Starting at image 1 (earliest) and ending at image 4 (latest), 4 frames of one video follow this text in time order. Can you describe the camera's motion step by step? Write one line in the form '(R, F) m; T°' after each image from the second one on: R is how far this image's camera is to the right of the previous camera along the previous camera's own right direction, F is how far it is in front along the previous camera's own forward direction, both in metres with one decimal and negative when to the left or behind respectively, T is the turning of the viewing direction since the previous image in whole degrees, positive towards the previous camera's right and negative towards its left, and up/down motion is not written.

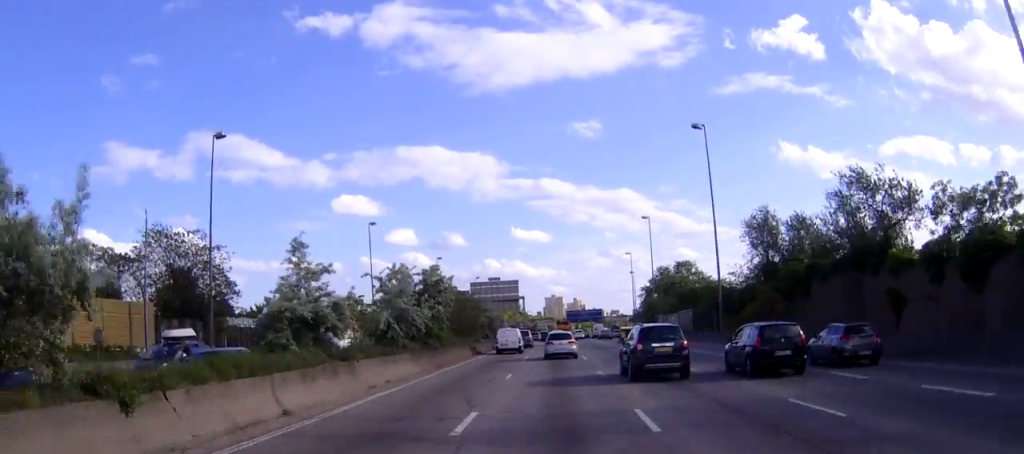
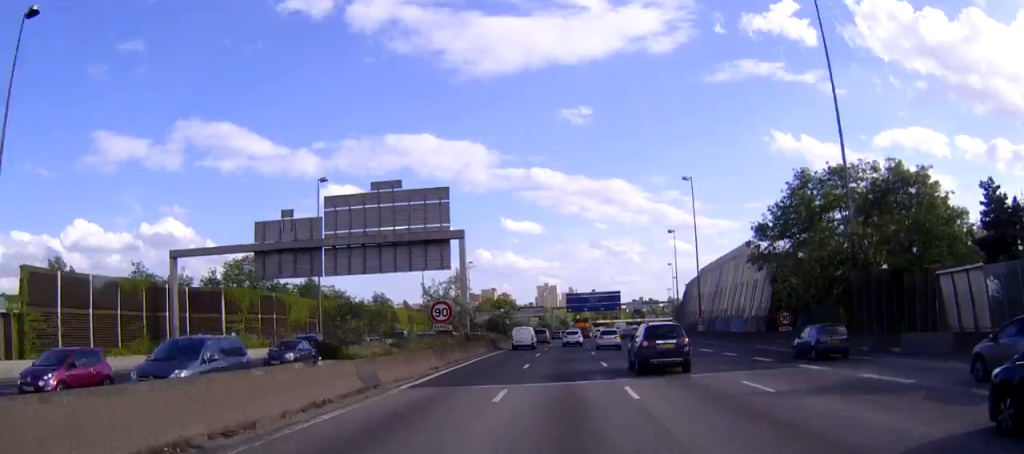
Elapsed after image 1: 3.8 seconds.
(+0.4, +85.4) m; +1°
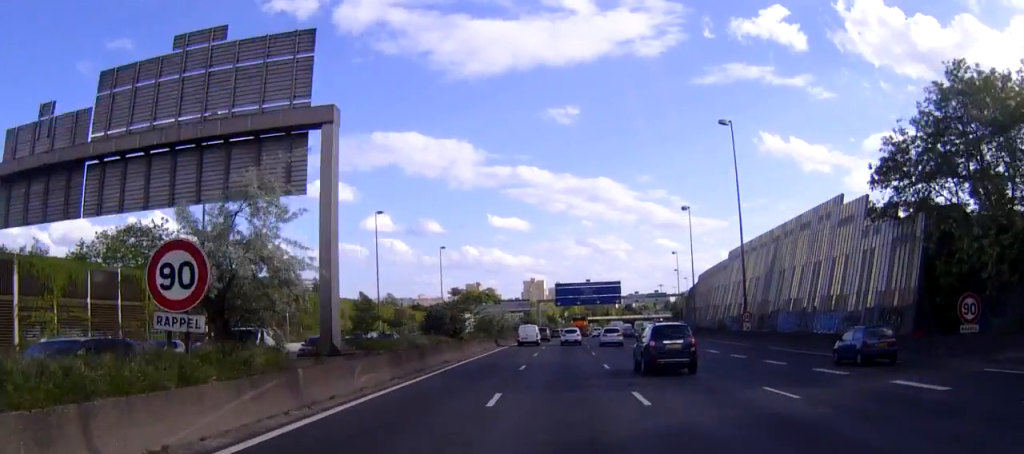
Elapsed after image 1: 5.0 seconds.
(+0.1, +28.0) m; +1°
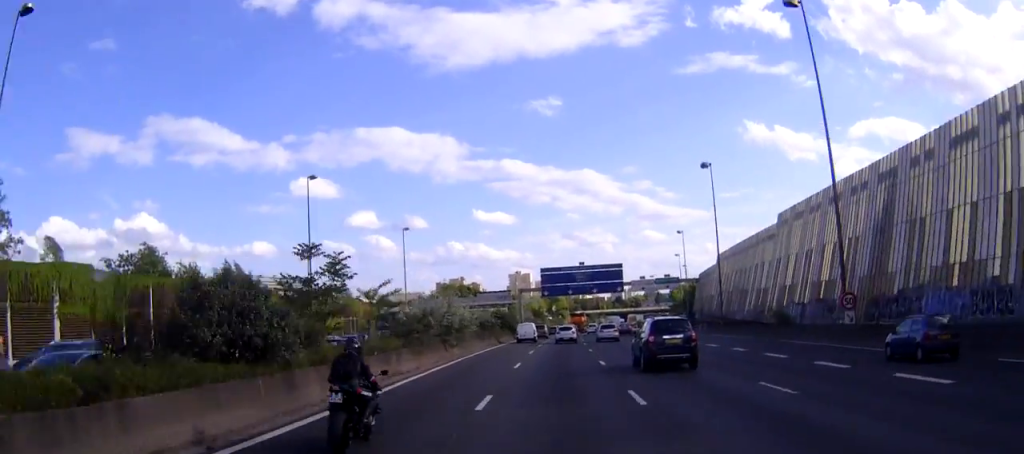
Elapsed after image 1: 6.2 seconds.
(+0.3, +26.6) m; +1°
